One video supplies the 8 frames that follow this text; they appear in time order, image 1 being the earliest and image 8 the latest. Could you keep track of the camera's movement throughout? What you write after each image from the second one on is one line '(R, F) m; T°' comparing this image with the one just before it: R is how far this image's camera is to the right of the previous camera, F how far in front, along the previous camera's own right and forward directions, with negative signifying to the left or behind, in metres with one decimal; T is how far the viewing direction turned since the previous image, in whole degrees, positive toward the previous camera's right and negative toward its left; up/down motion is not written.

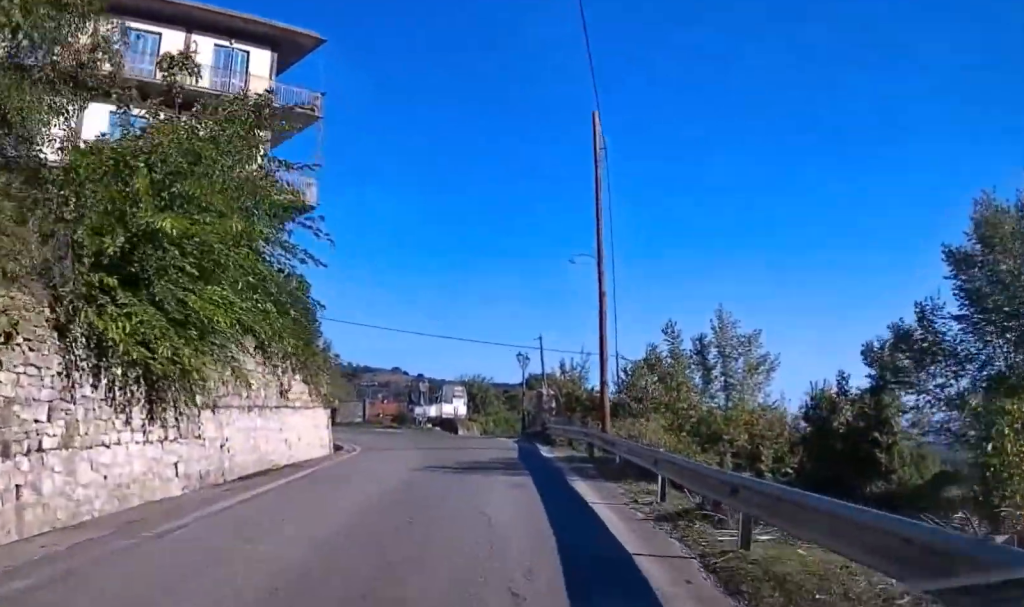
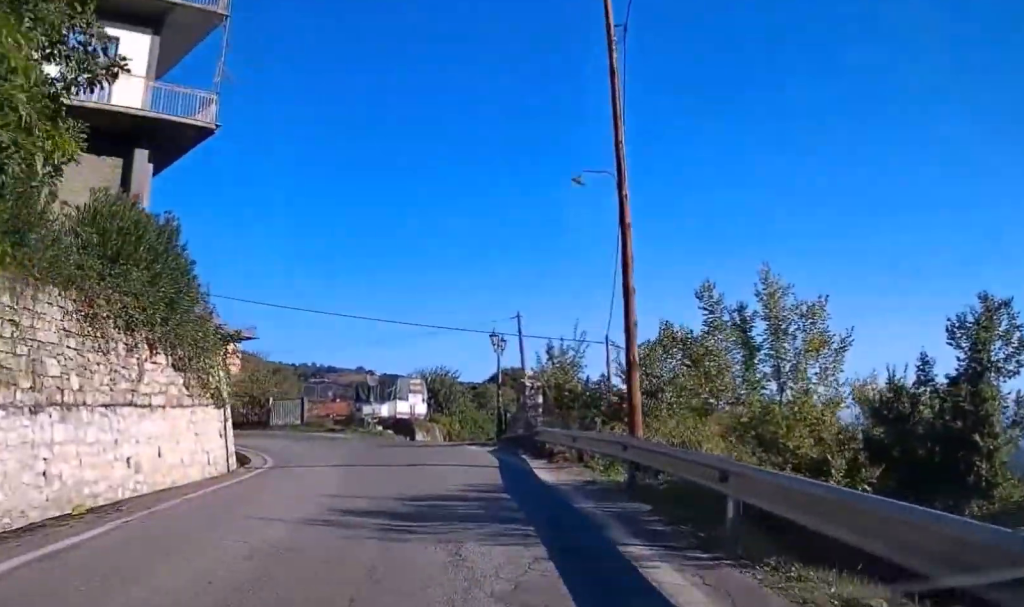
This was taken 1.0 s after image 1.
(+0.1, +8.0) m; +1°
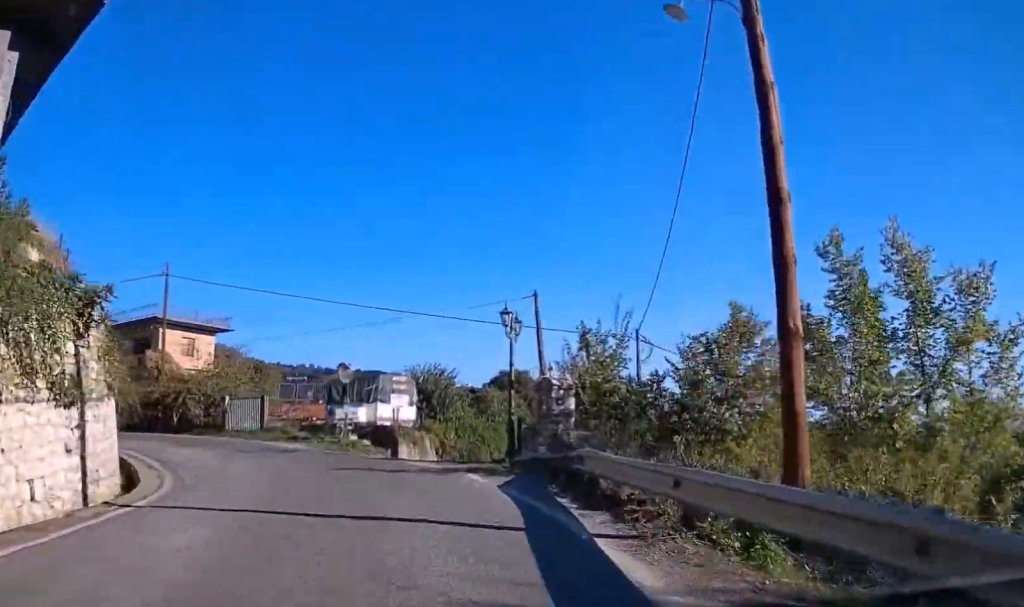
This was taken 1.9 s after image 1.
(0.0, +6.9) m; -2°
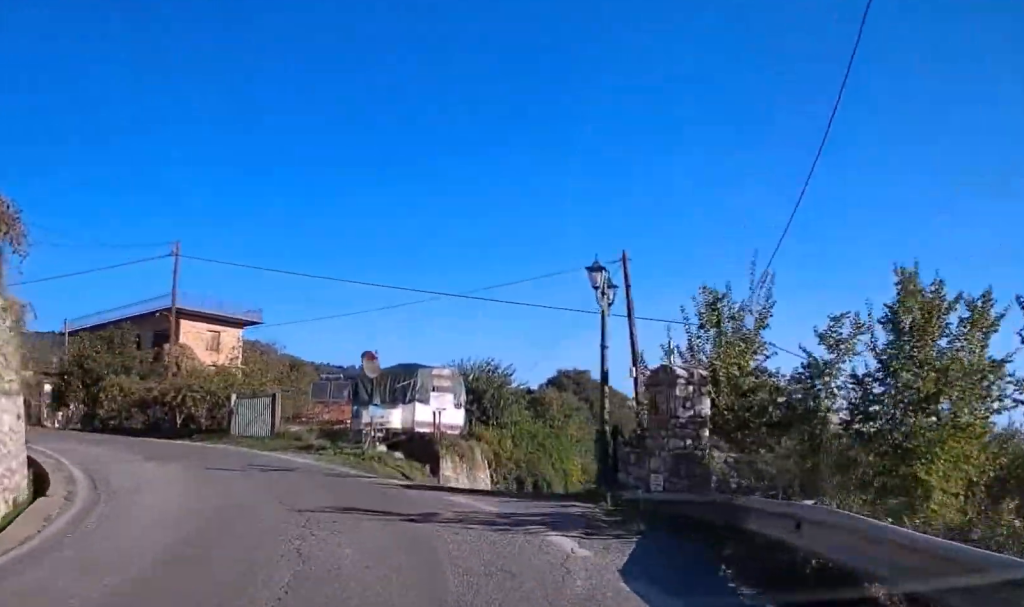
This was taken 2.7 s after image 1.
(-0.2, +6.4) m; -6°
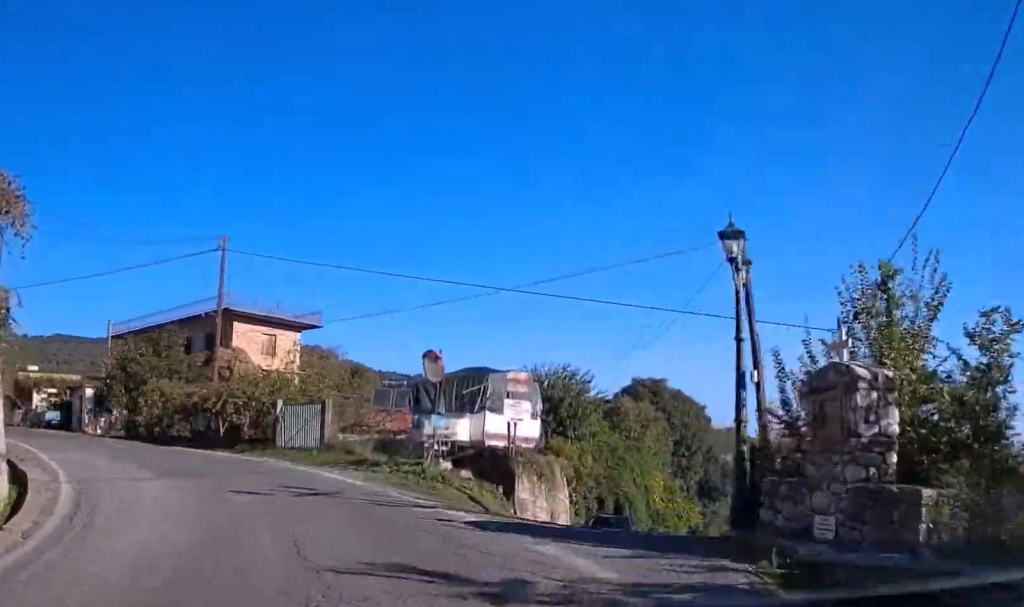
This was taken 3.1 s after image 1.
(+0.1, +3.0) m; -4°
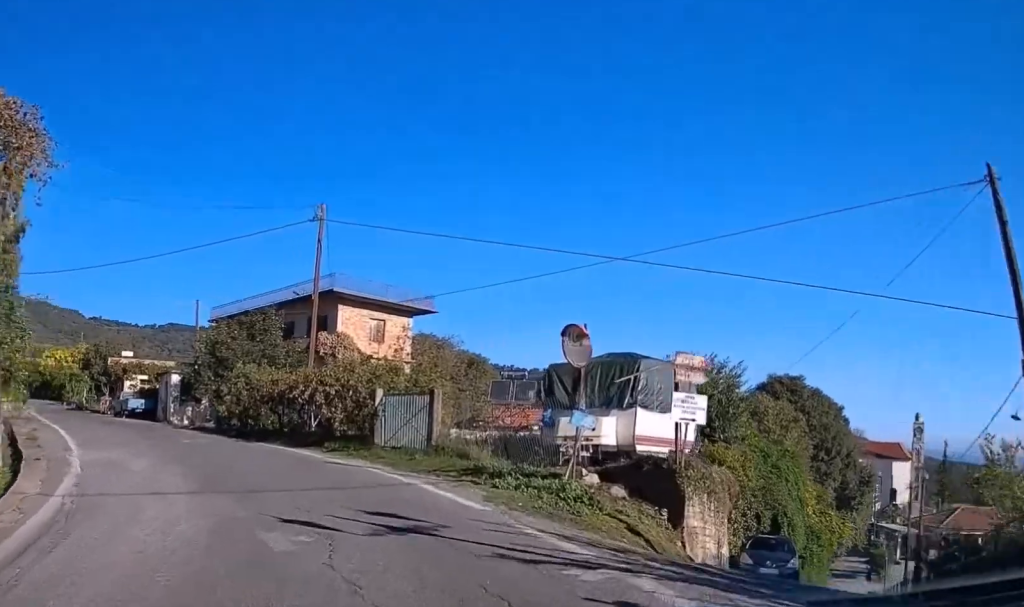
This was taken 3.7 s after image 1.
(-0.4, +4.1) m; -9°
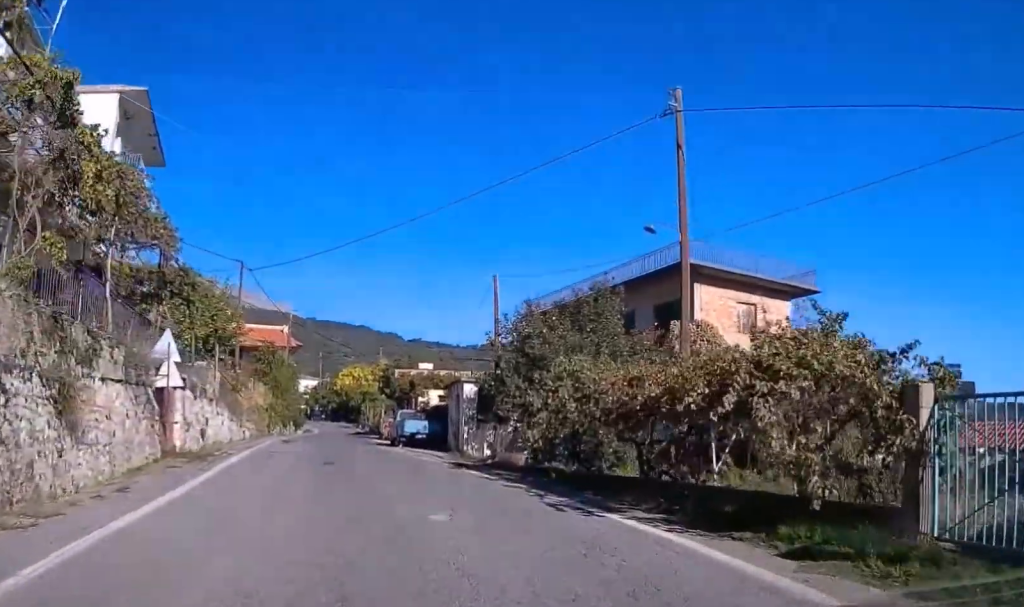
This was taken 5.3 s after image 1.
(-2.7, +12.0) m; -20°
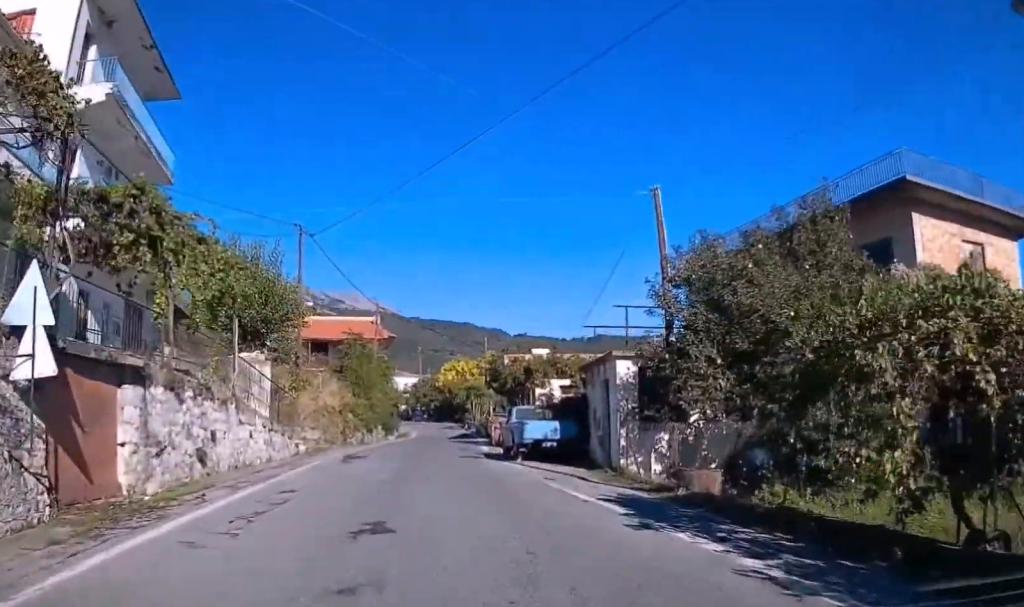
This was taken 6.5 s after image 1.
(-0.5, +10.8) m; -7°
